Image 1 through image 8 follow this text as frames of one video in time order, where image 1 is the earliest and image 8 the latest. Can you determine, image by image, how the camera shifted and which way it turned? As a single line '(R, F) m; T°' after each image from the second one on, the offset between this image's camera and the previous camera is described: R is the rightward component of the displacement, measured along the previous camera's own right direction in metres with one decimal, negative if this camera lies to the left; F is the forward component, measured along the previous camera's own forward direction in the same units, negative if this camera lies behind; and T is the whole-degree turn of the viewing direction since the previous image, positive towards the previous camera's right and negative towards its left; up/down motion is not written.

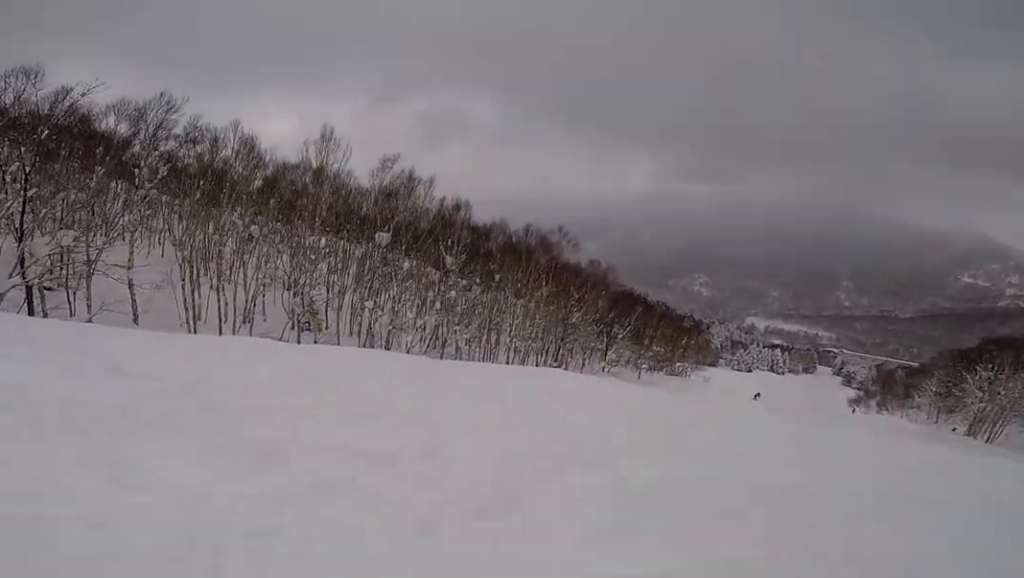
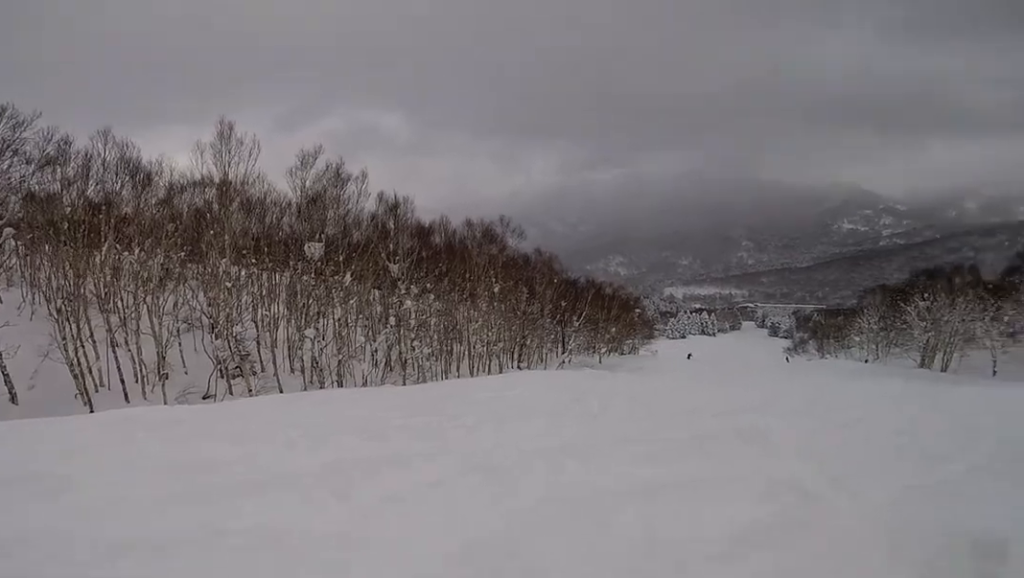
(-1.6, +4.7) m; -1°
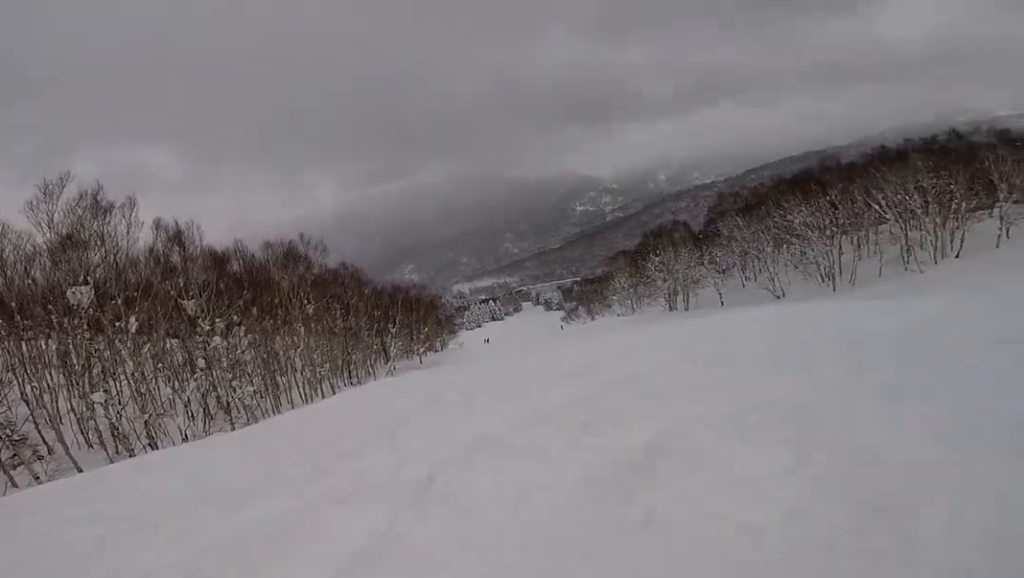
(+0.6, +1.8) m; +20°
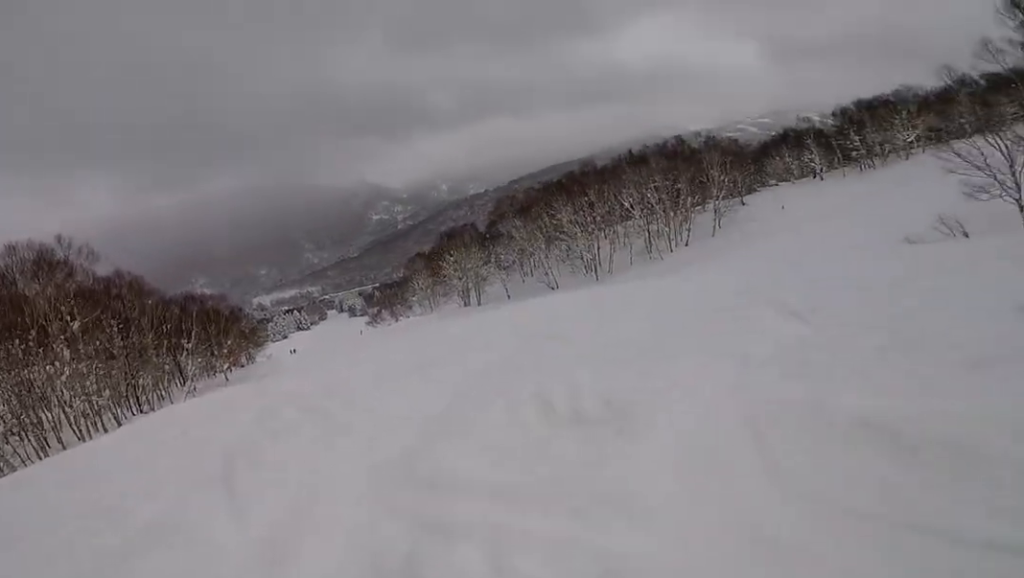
(+0.6, +2.7) m; +29°
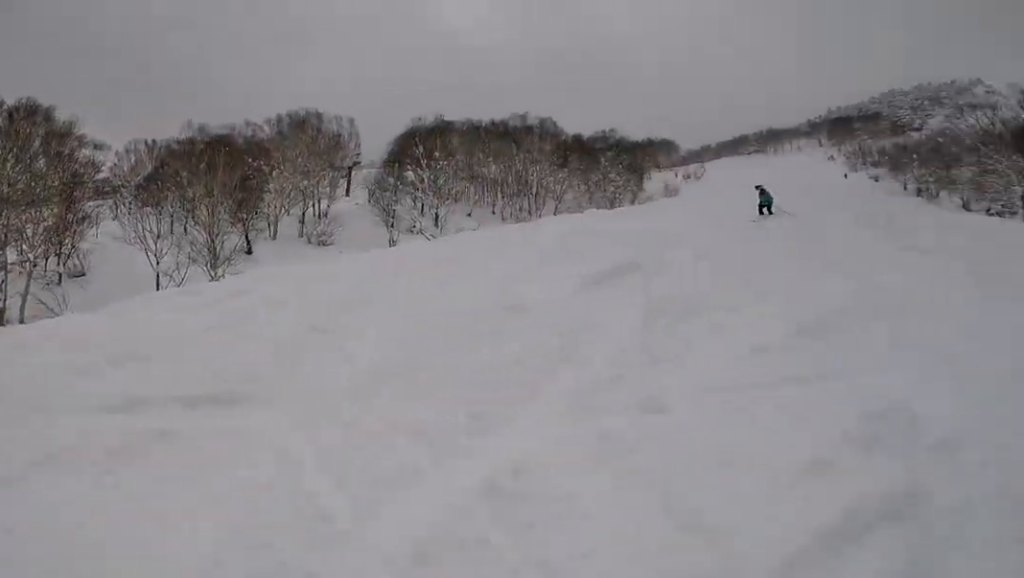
(+2.2, +5.5) m; +34°
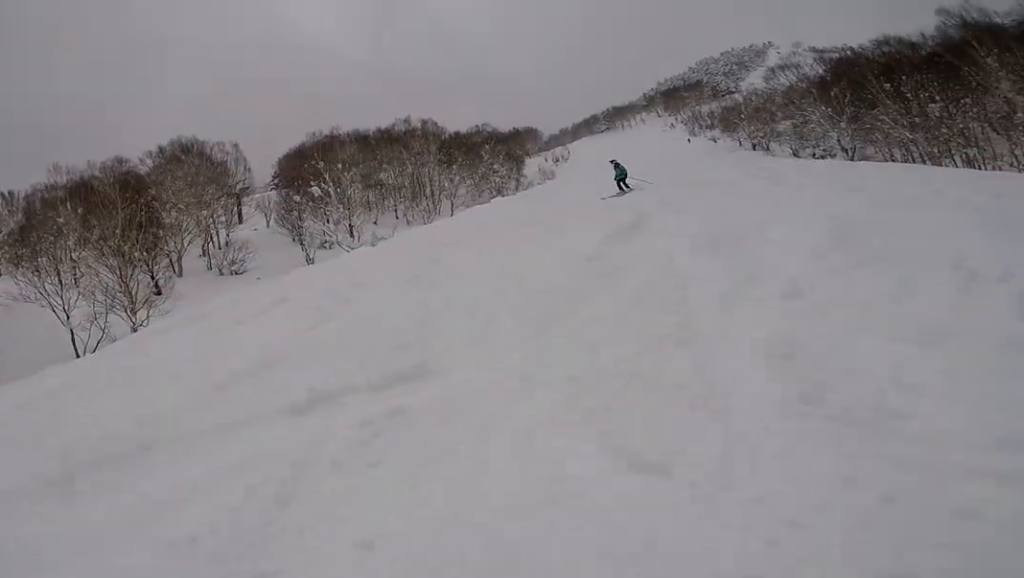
(+0.2, +1.8) m; +11°
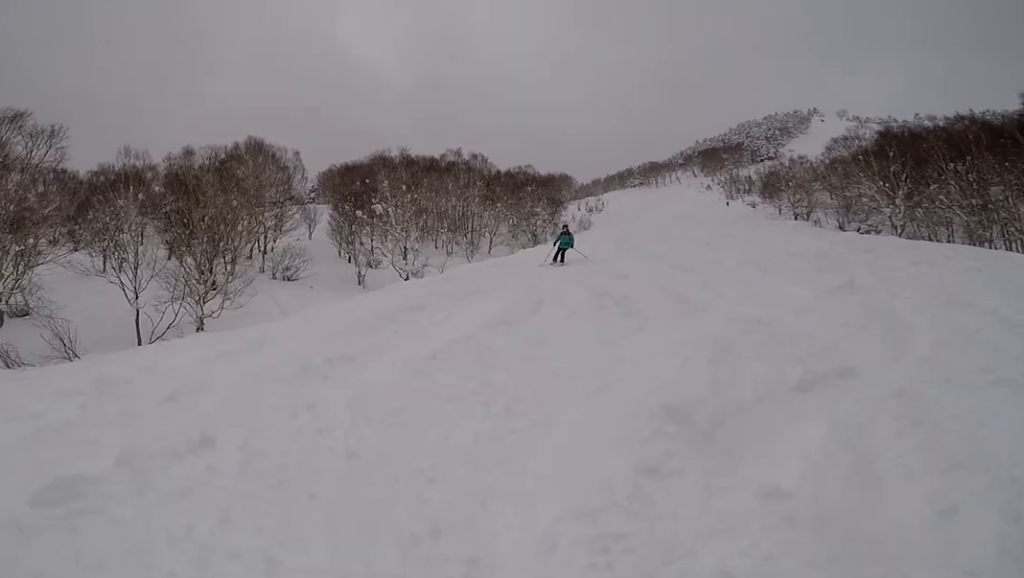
(+1.1, +5.3) m; -3°
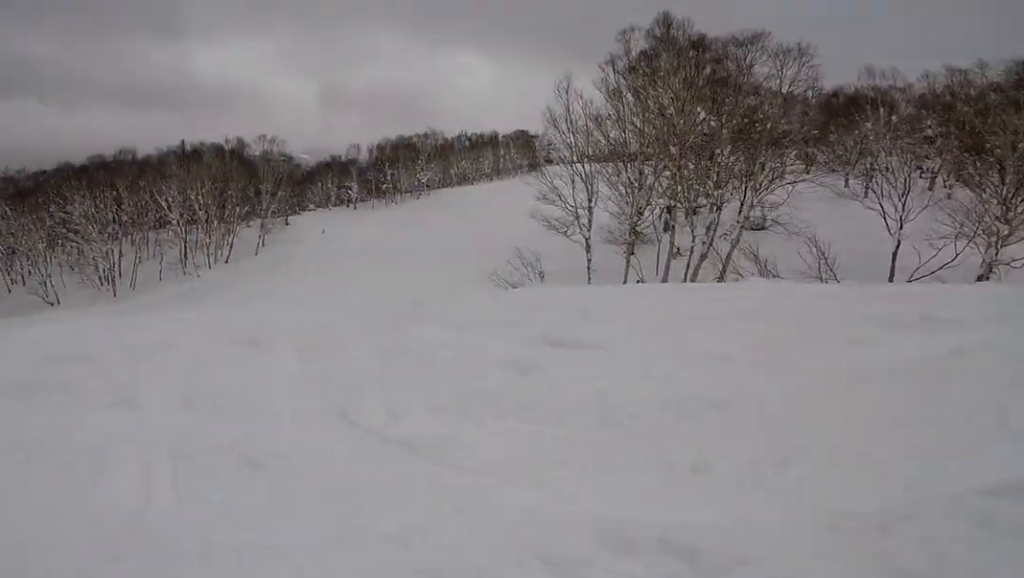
(-0.5, +1.9) m; -14°
